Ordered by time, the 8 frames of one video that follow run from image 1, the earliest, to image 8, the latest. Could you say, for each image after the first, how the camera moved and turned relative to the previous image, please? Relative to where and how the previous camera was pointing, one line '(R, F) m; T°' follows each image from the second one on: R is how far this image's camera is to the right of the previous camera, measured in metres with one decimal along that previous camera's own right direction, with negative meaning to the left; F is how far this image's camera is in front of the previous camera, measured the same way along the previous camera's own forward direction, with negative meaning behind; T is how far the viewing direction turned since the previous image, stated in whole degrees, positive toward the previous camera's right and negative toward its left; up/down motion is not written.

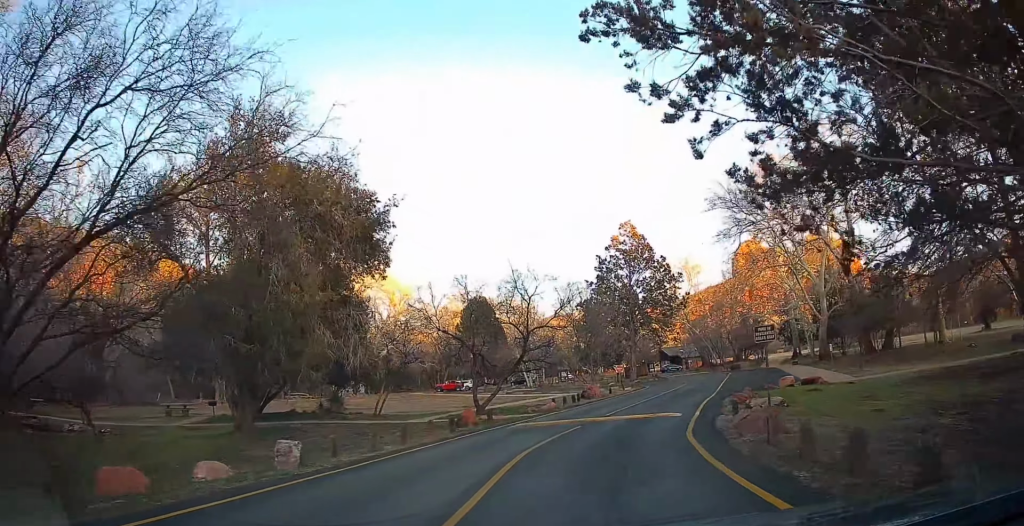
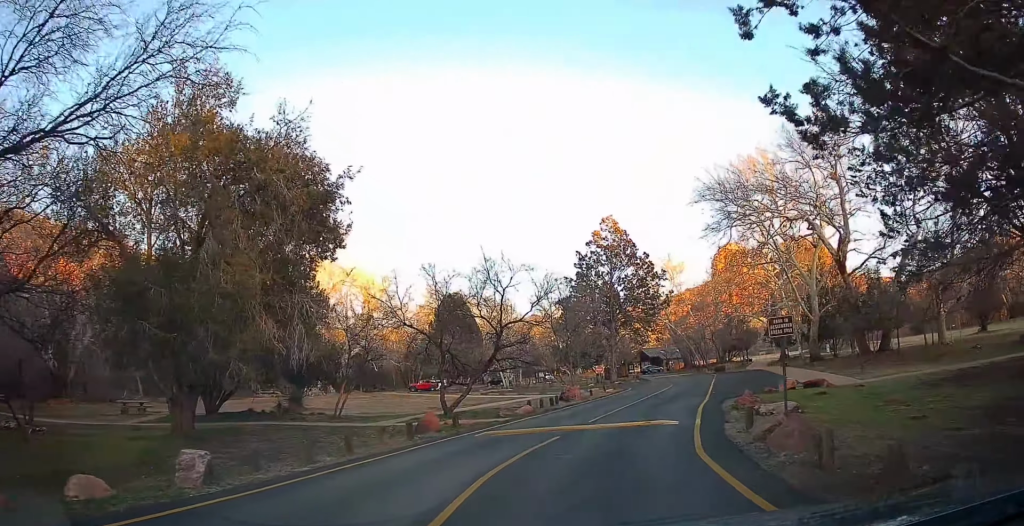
(+0.1, +2.7) m; +3°
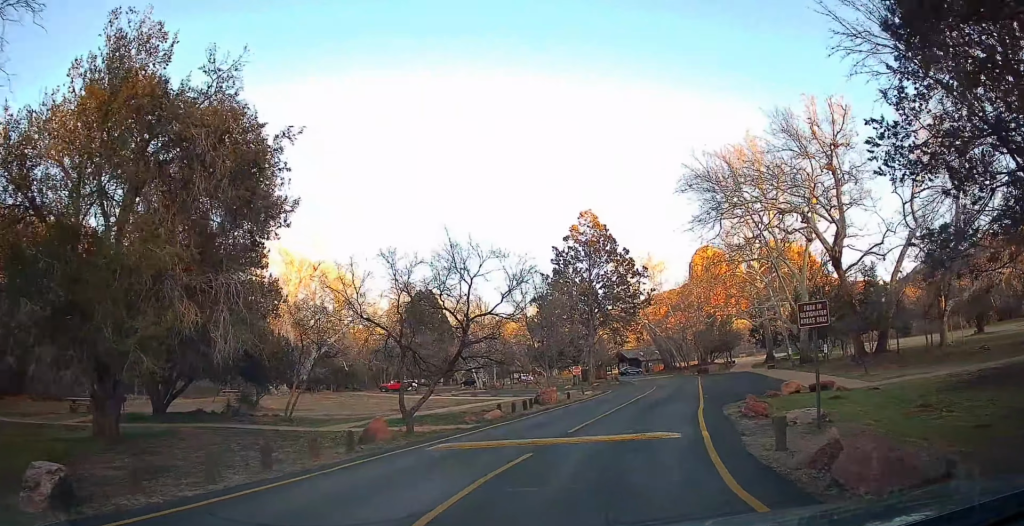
(+0.1, +3.0) m; +2°
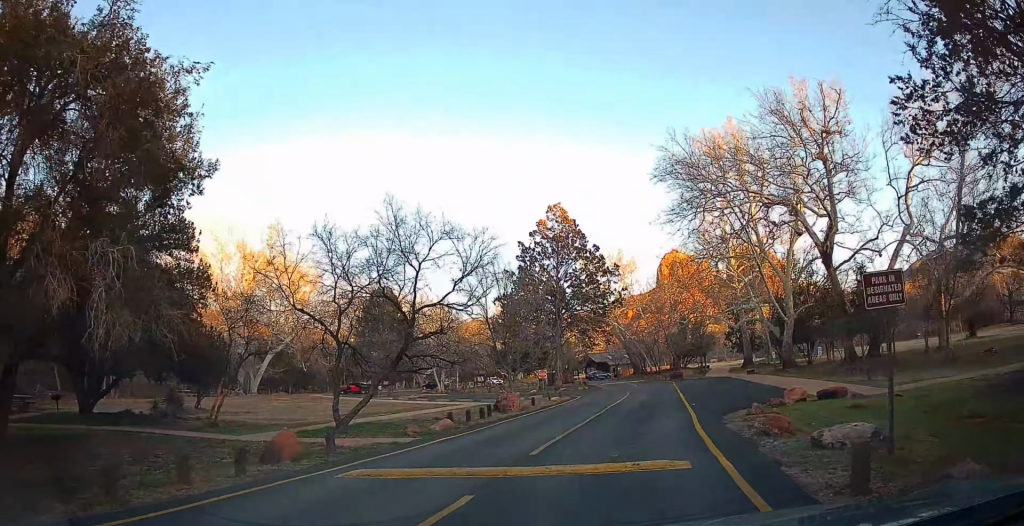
(+0.1, +3.9) m; +4°
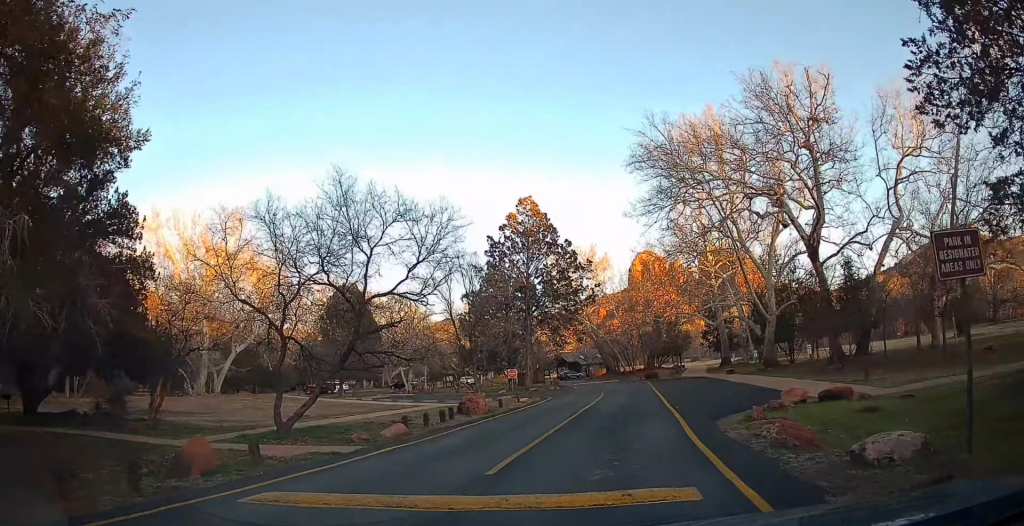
(-0.1, +2.8) m; +3°
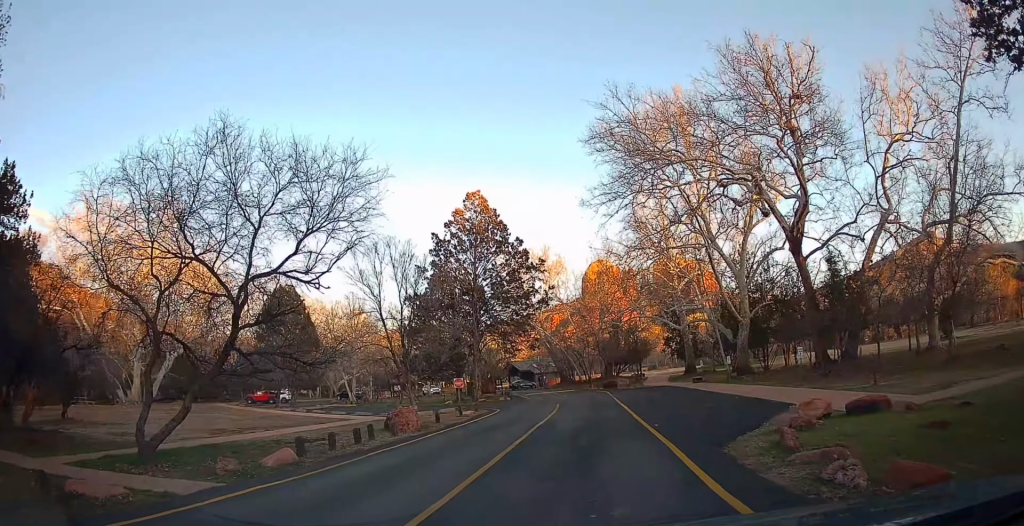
(+0.6, +7.7) m; +4°
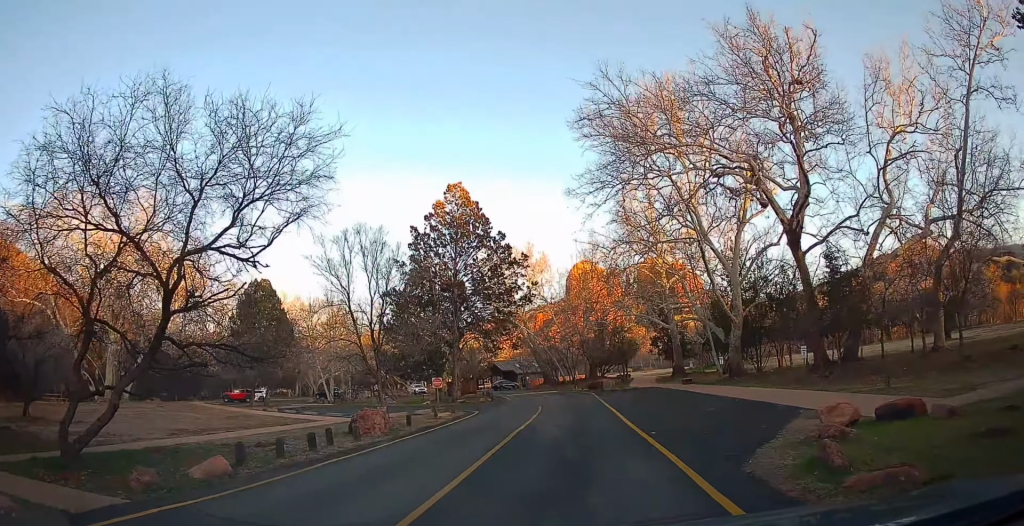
(0.0, +3.4) m; 0°
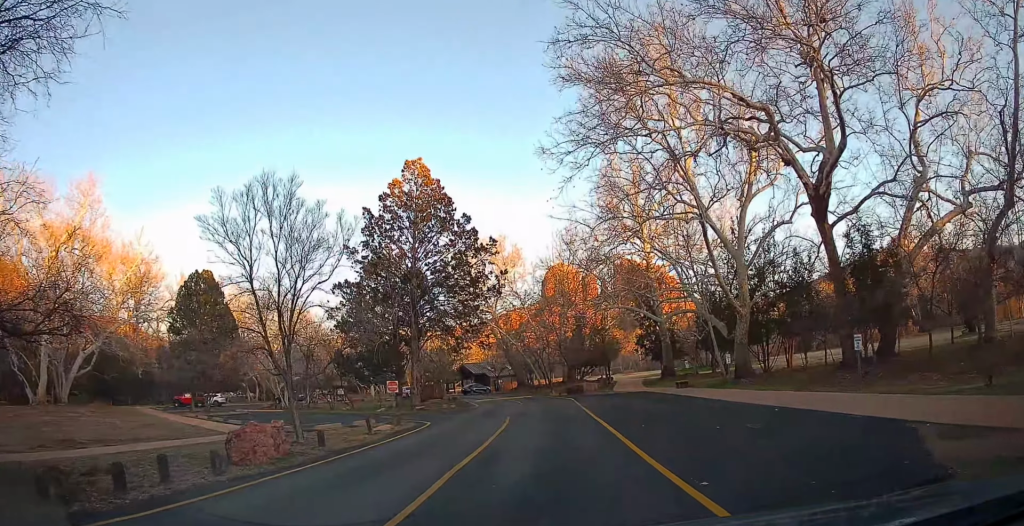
(-0.7, +4.7) m; +4°
